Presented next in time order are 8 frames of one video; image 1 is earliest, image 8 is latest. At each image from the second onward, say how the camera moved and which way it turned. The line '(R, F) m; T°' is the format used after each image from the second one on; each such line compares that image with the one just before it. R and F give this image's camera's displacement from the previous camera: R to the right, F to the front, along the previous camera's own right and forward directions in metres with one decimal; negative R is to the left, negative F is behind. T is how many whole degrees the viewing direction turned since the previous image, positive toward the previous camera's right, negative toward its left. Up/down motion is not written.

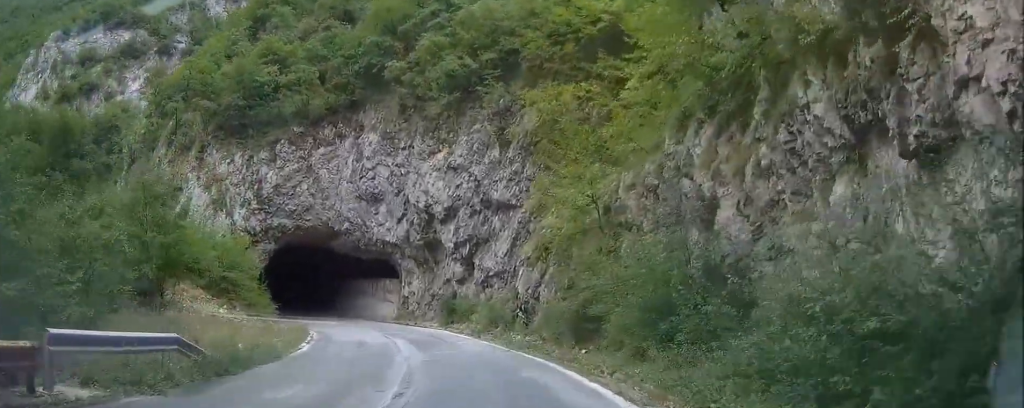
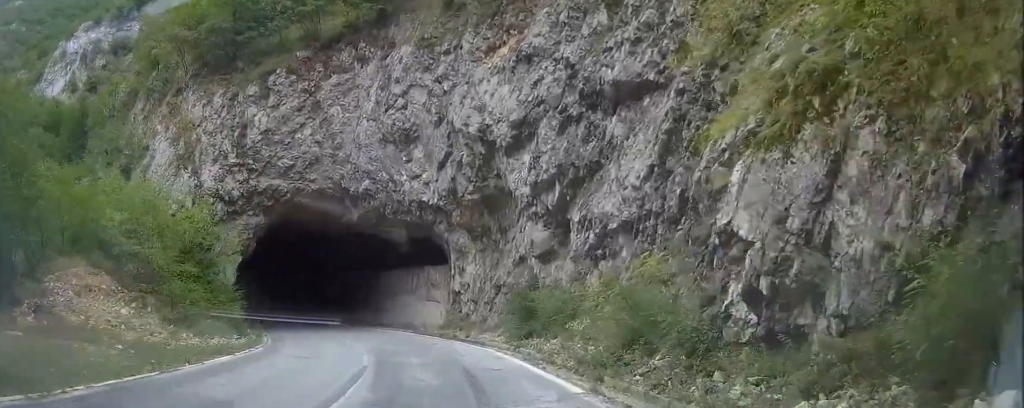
(-0.2, +19.9) m; 0°
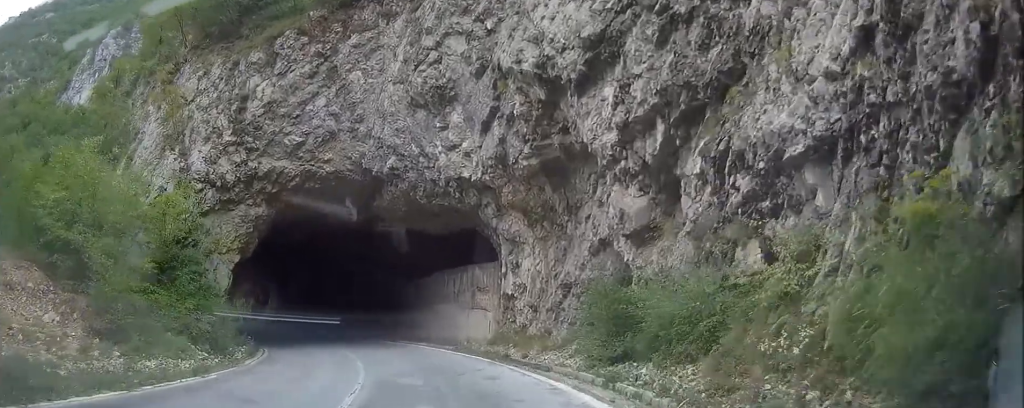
(0.0, +8.1) m; 0°
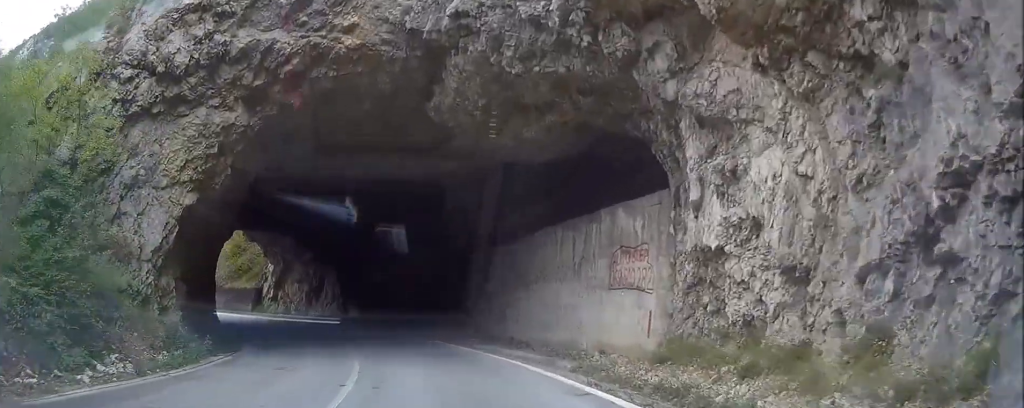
(0.0, +14.3) m; -3°
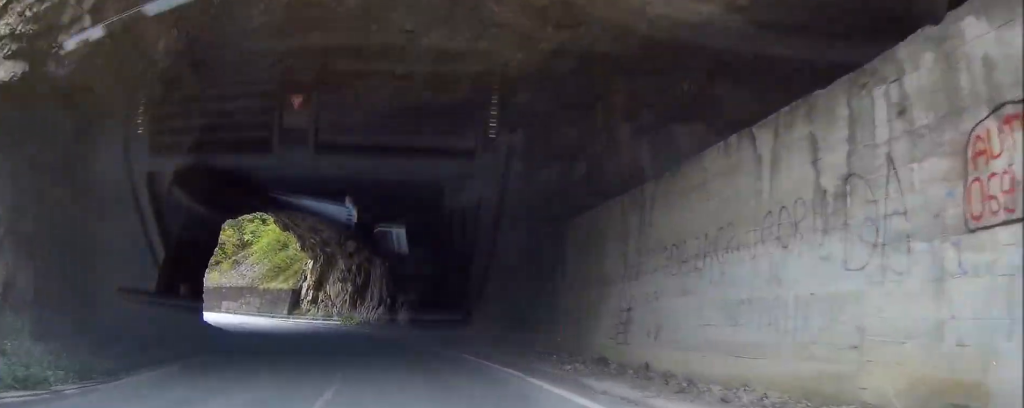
(-0.2, +10.6) m; -7°
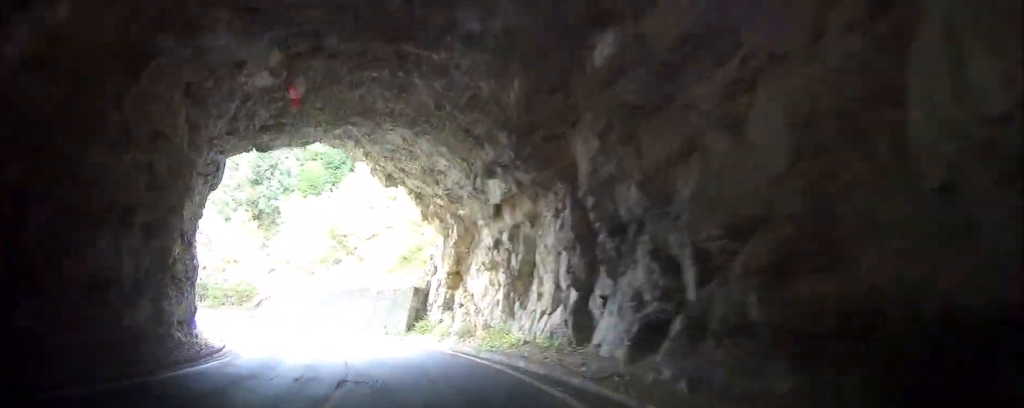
(-2.7, +20.0) m; -10°
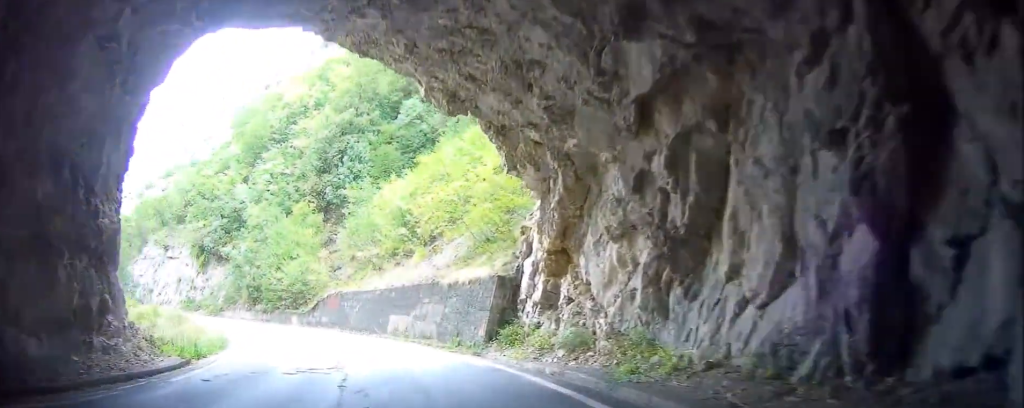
(-0.3, +10.2) m; -16°
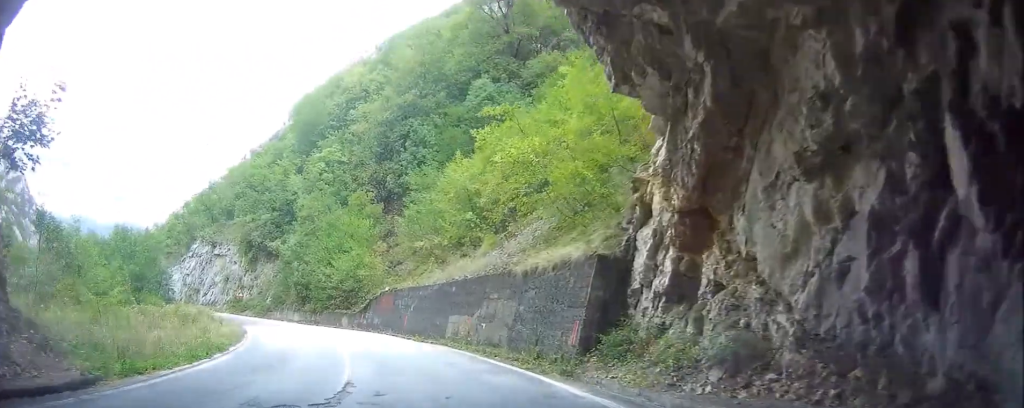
(-0.4, +6.8) m; -12°
